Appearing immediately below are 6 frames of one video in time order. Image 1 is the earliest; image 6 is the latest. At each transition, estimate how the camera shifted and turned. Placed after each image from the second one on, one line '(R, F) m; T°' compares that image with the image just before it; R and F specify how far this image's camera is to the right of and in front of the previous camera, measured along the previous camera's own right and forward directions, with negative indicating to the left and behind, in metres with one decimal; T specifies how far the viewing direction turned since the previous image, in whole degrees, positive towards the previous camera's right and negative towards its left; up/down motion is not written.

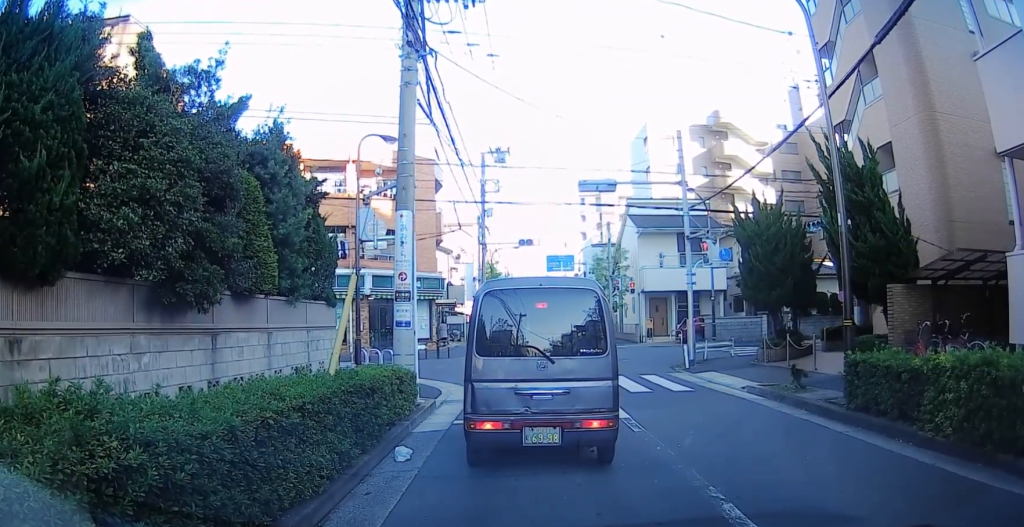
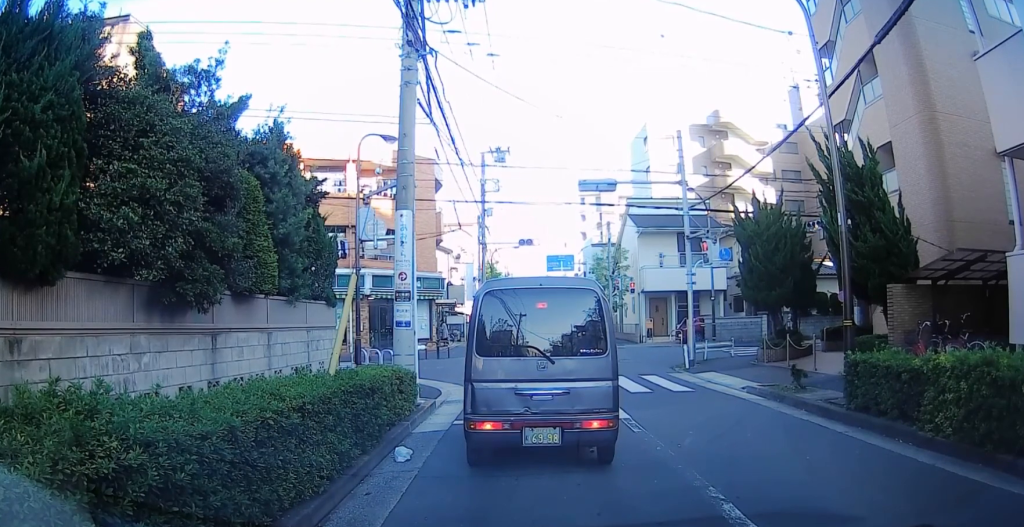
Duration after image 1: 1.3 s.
(0.0, 0.0) m; 0°
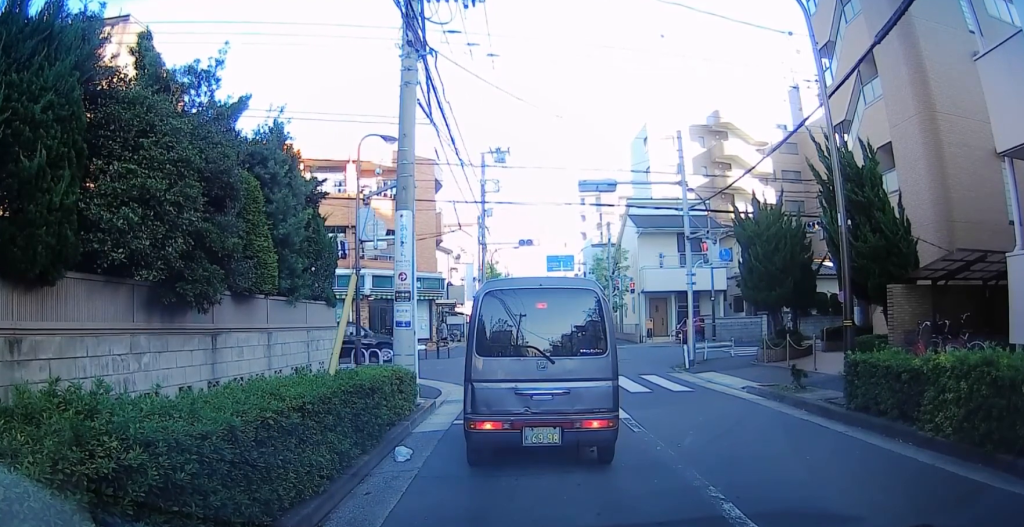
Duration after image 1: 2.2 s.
(0.0, 0.0) m; 0°
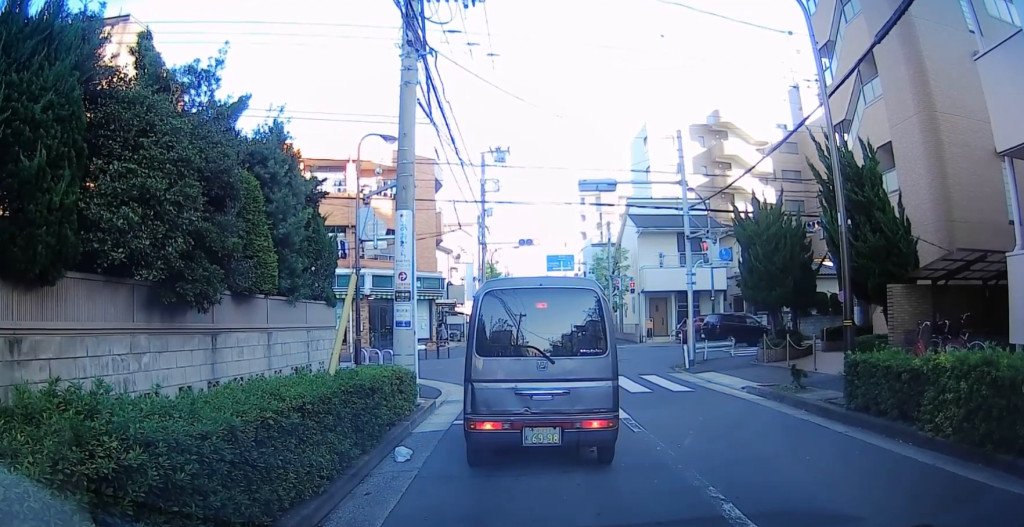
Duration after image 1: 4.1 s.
(0.0, 0.0) m; 0°
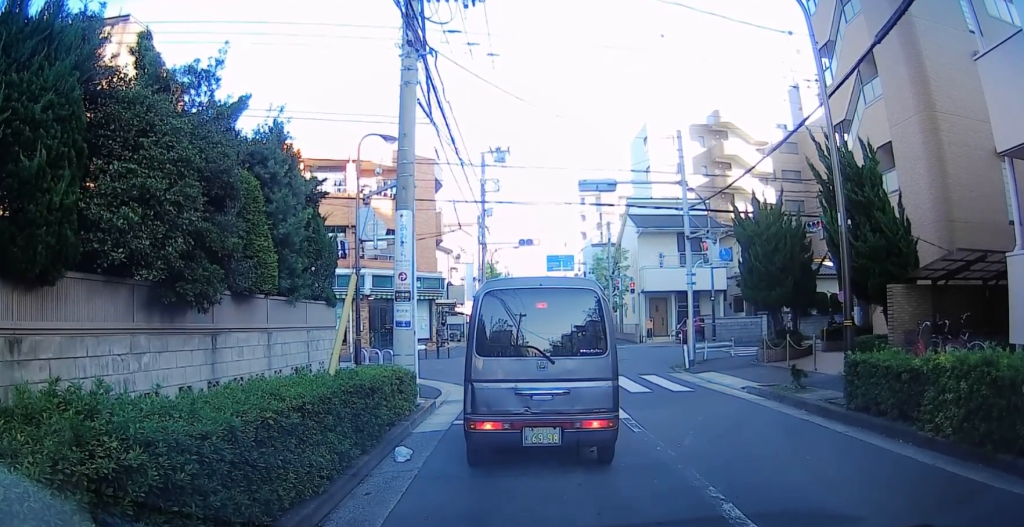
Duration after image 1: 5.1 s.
(0.0, 0.0) m; 0°
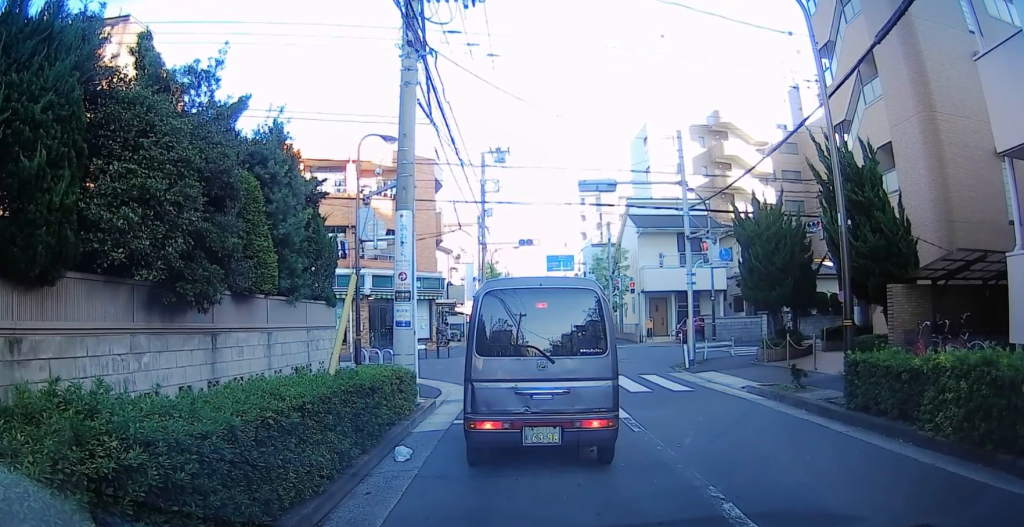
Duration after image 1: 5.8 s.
(0.0, 0.0) m; 0°
